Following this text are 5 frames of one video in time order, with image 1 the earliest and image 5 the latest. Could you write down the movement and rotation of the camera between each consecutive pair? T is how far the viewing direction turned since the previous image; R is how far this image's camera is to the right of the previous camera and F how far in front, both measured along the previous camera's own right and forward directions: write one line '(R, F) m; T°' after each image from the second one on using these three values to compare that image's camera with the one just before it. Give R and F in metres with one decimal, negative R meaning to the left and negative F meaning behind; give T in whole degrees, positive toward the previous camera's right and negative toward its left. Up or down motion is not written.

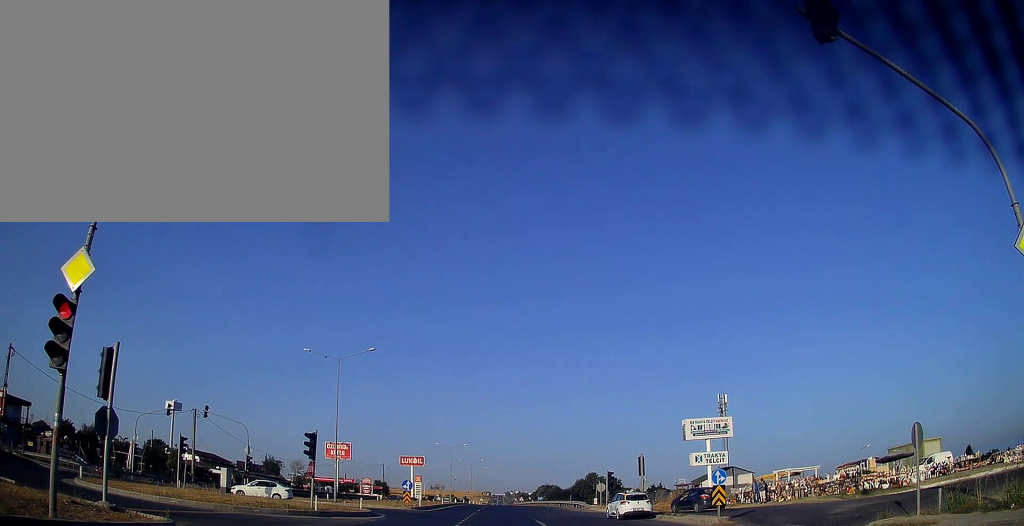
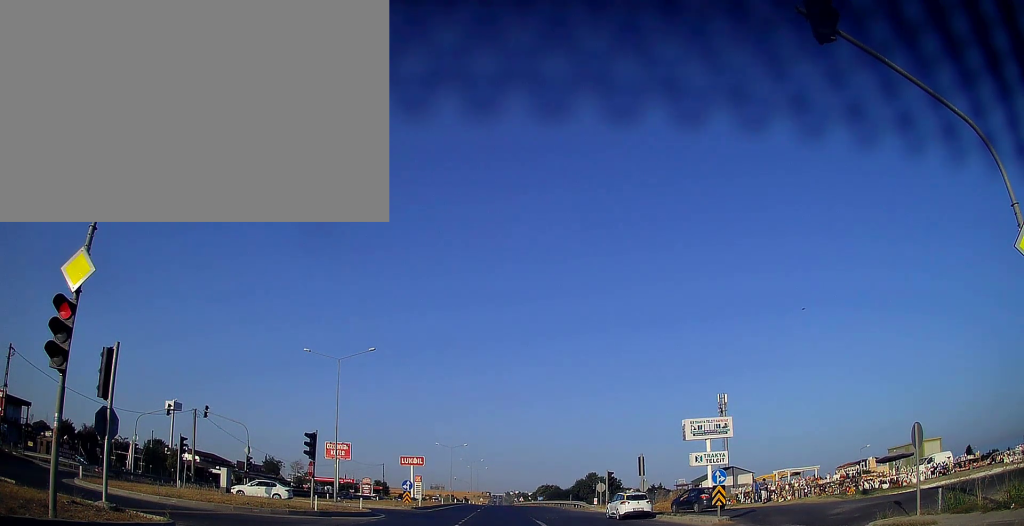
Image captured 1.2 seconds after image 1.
(0.0, 0.0) m; 0°
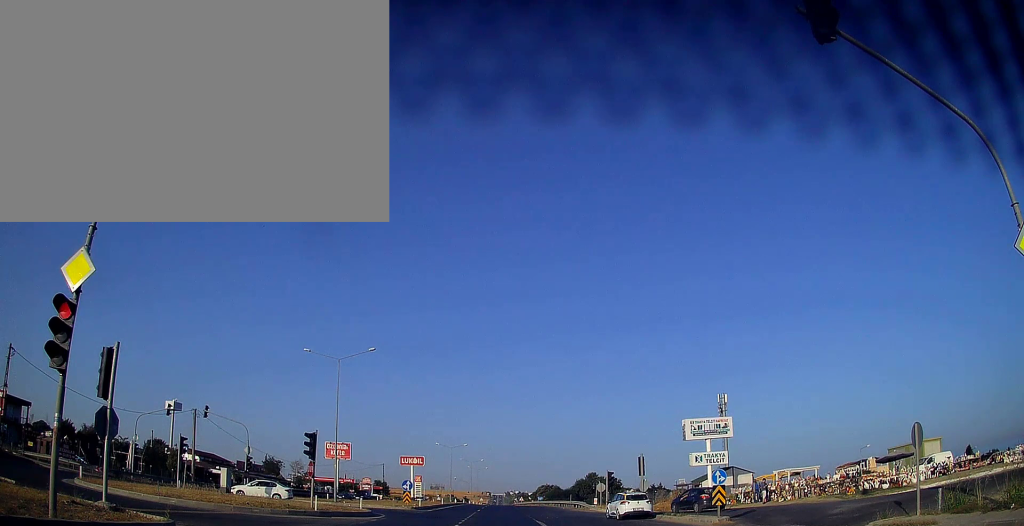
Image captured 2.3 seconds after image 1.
(0.0, 0.0) m; 0°
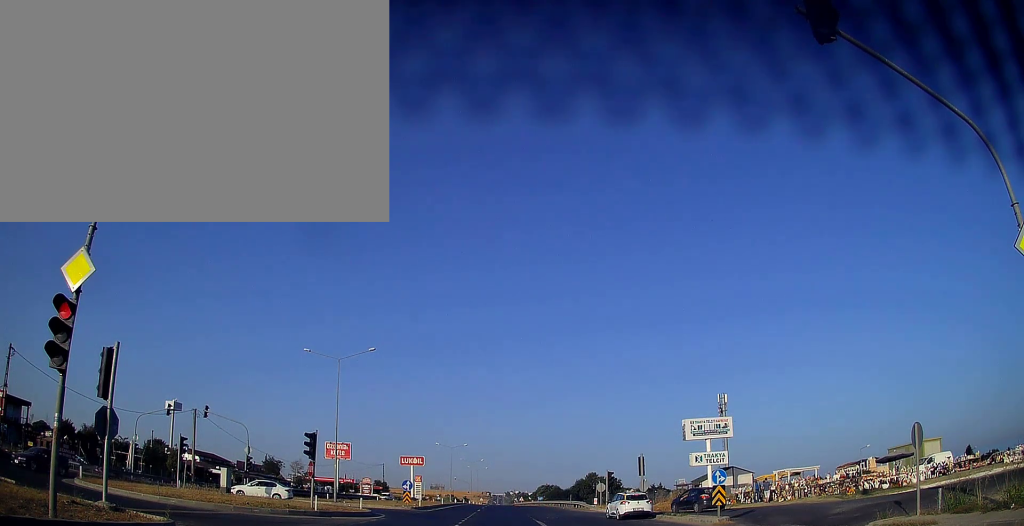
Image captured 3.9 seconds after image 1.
(0.0, 0.0) m; 0°
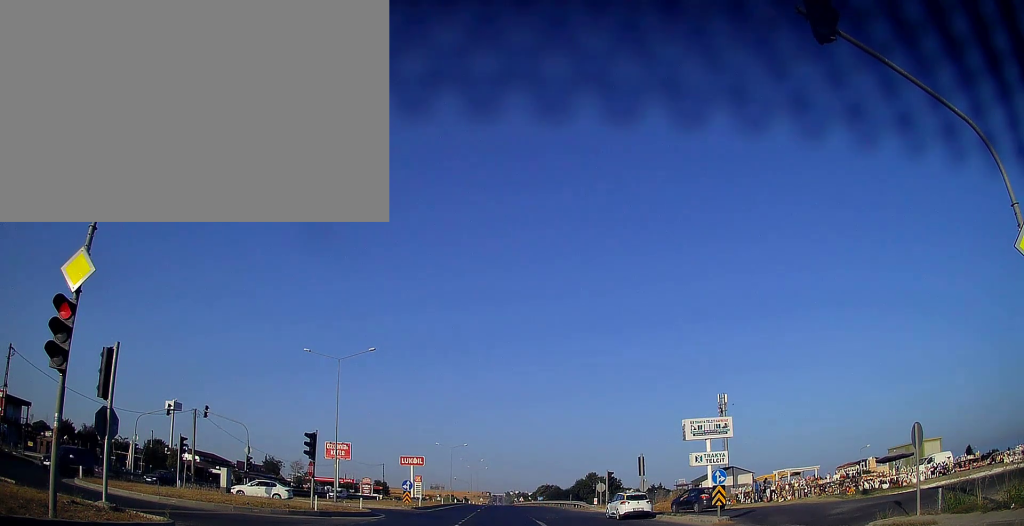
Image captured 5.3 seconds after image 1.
(0.0, 0.0) m; 0°
